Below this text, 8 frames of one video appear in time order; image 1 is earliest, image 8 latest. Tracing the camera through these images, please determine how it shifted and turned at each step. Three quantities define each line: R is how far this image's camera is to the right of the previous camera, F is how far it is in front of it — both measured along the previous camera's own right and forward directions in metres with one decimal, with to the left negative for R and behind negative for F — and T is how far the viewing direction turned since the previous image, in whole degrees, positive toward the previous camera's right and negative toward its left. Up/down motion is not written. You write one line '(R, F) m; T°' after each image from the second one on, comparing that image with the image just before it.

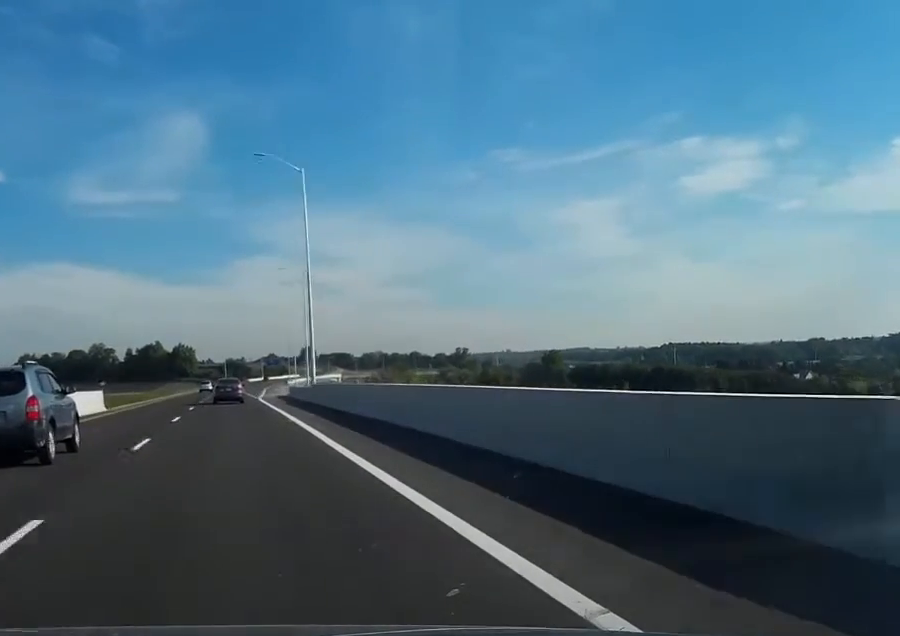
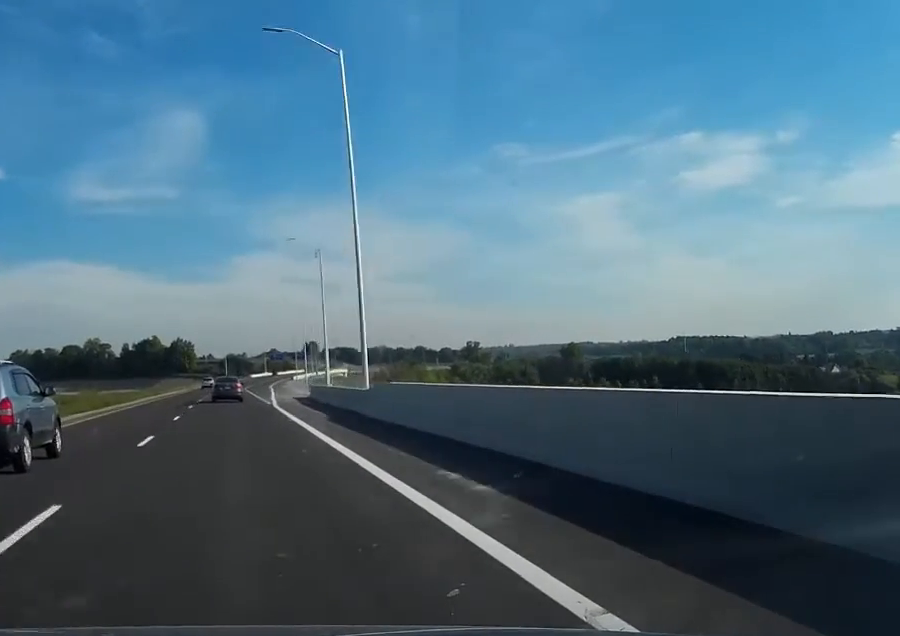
(0.0, +23.0) m; 0°
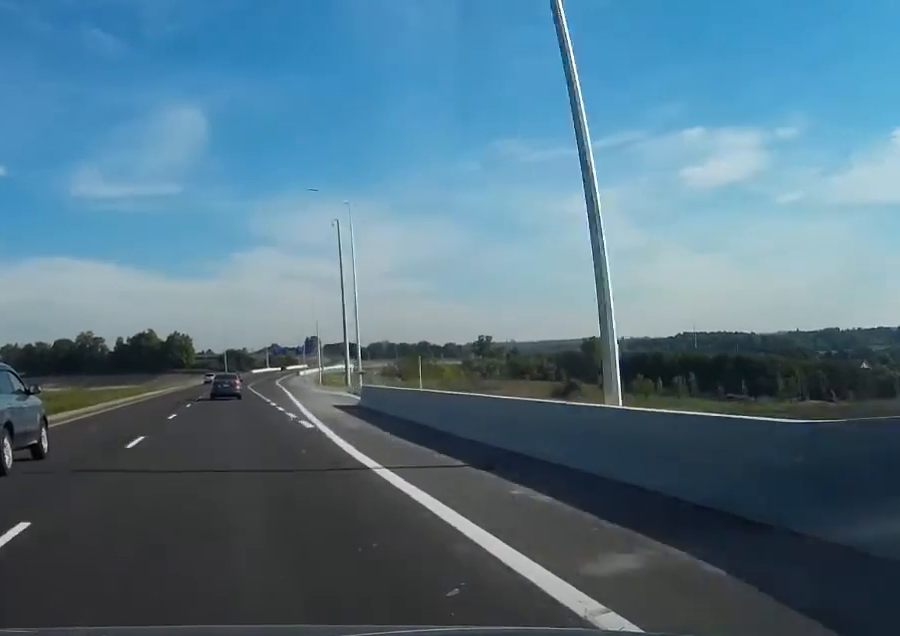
(0.0, +25.0) m; 0°
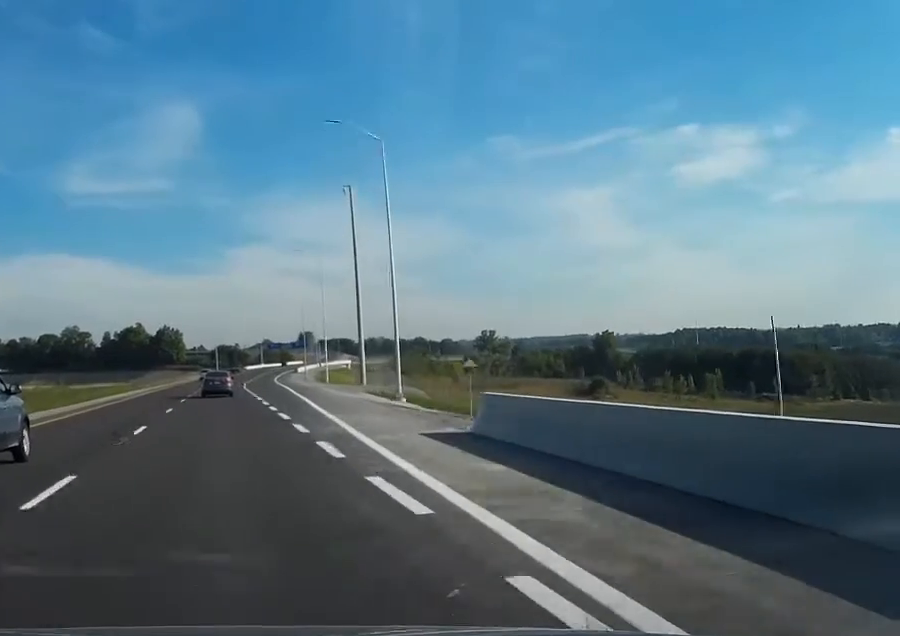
(0.0, +20.0) m; 0°
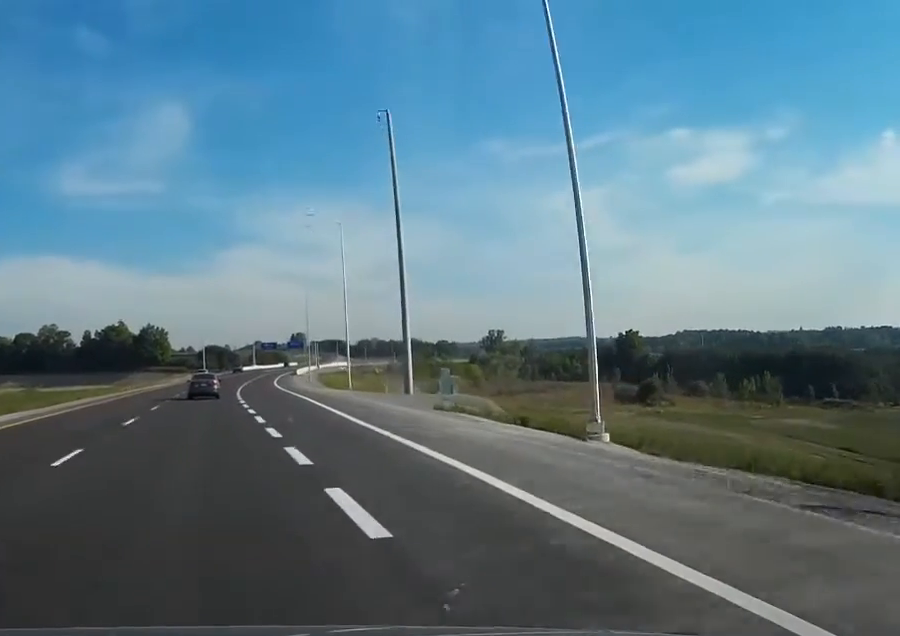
(+0.2, +30.9) m; +1°
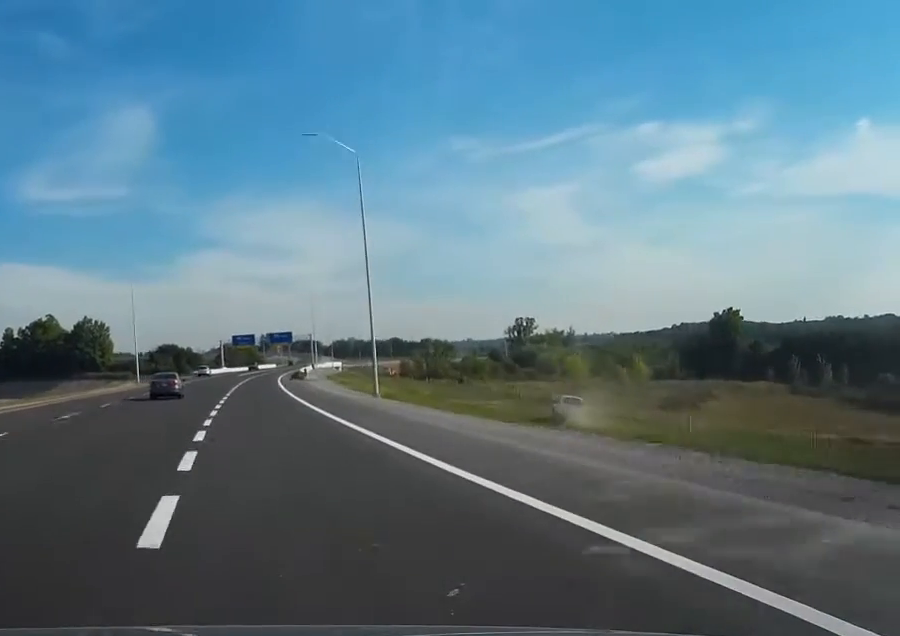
(+1.7, +89.4) m; +2°
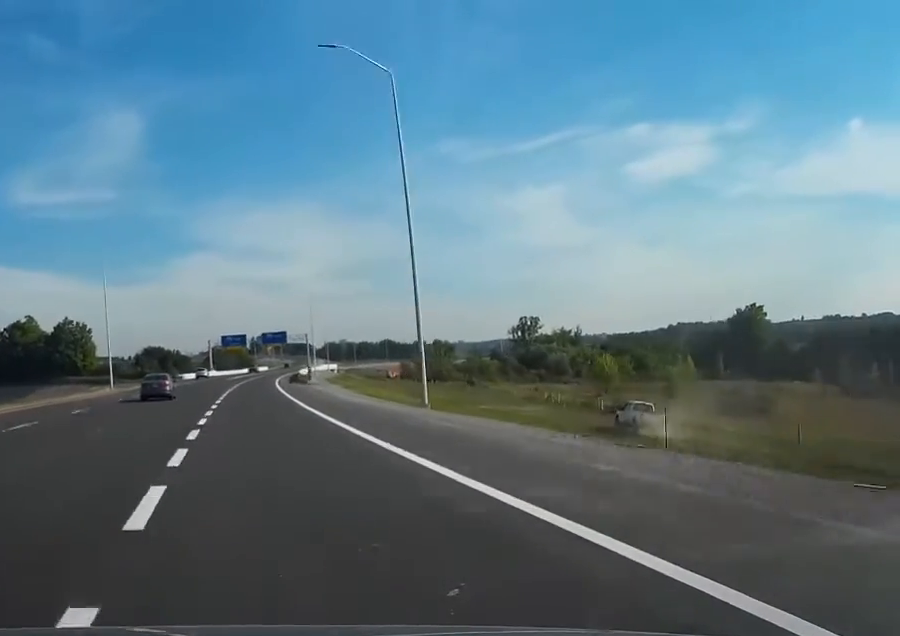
(+0.1, +16.9) m; +1°
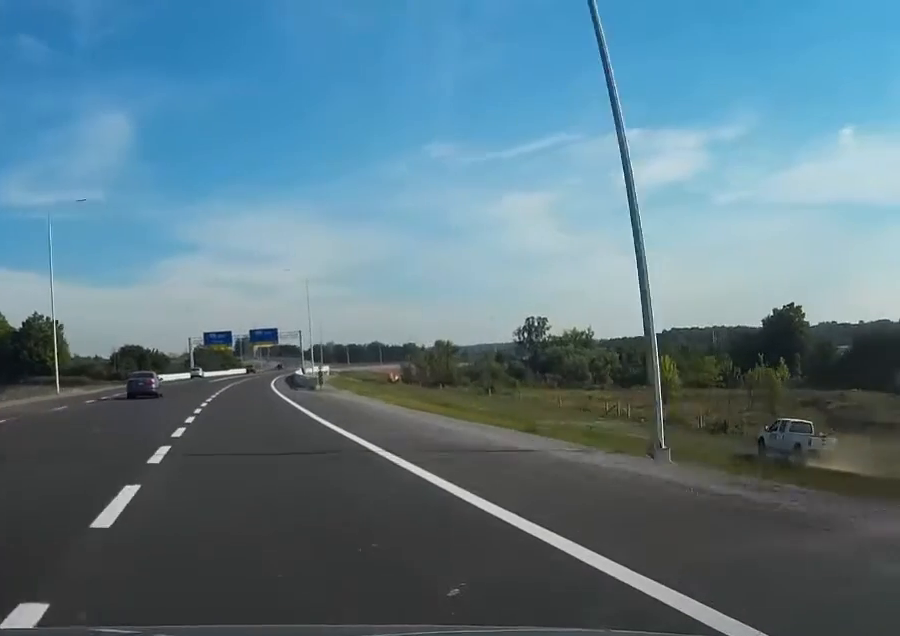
(+0.1, +23.8) m; +1°
